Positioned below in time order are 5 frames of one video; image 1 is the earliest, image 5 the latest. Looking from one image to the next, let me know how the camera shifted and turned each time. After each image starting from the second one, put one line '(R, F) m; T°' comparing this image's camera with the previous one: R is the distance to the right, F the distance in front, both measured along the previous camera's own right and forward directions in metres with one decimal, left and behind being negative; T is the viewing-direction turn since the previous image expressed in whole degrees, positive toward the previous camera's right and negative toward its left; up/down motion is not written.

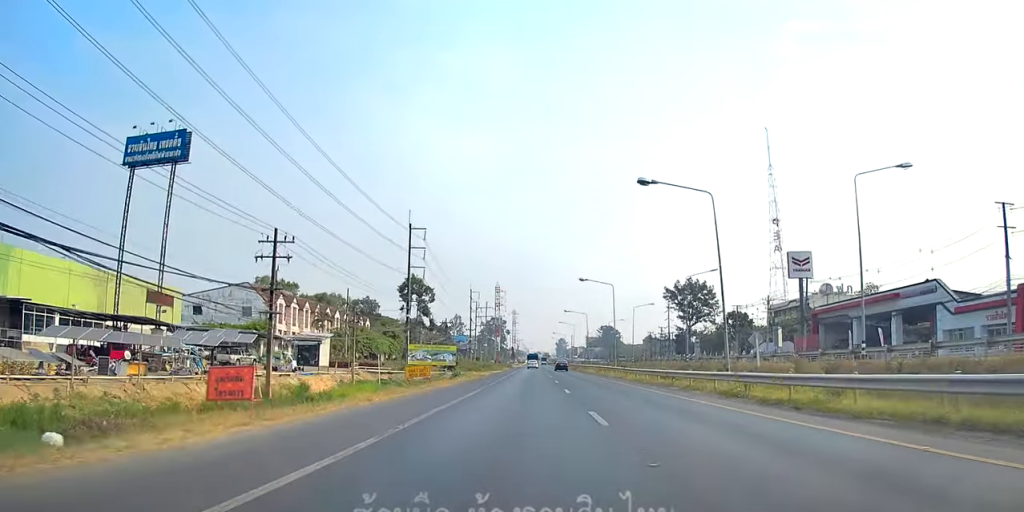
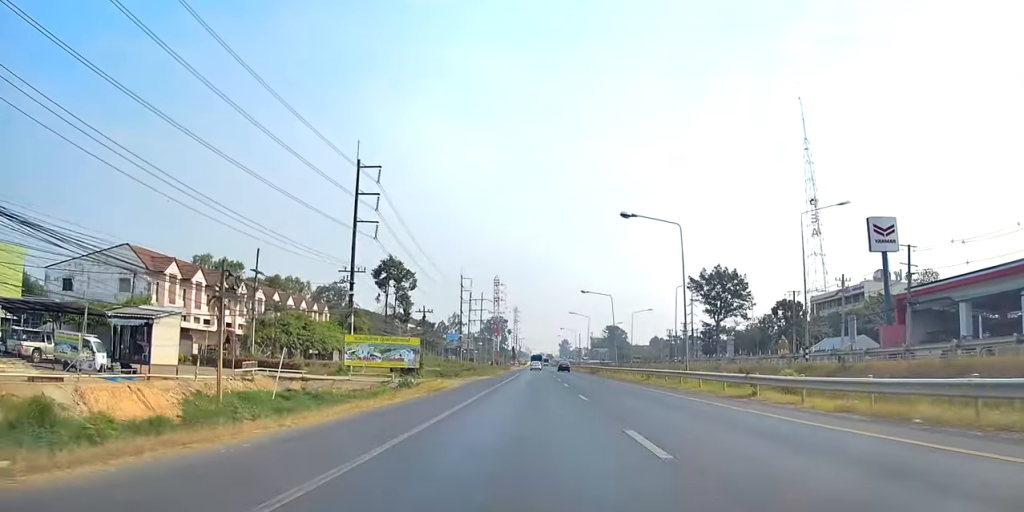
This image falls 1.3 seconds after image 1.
(0.0, +28.2) m; 0°
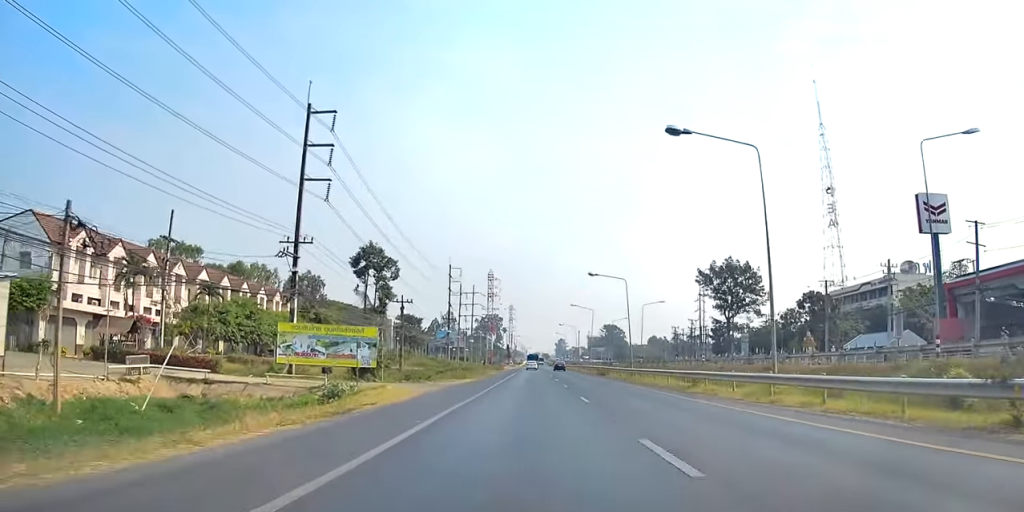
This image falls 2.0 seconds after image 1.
(-0.1, +12.9) m; +1°
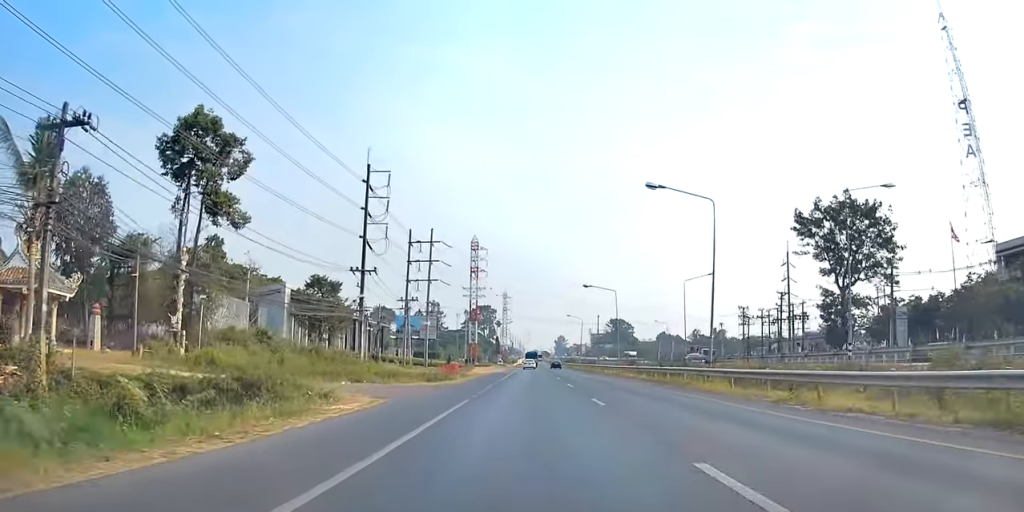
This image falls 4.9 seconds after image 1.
(-0.5, +62.9) m; -1°
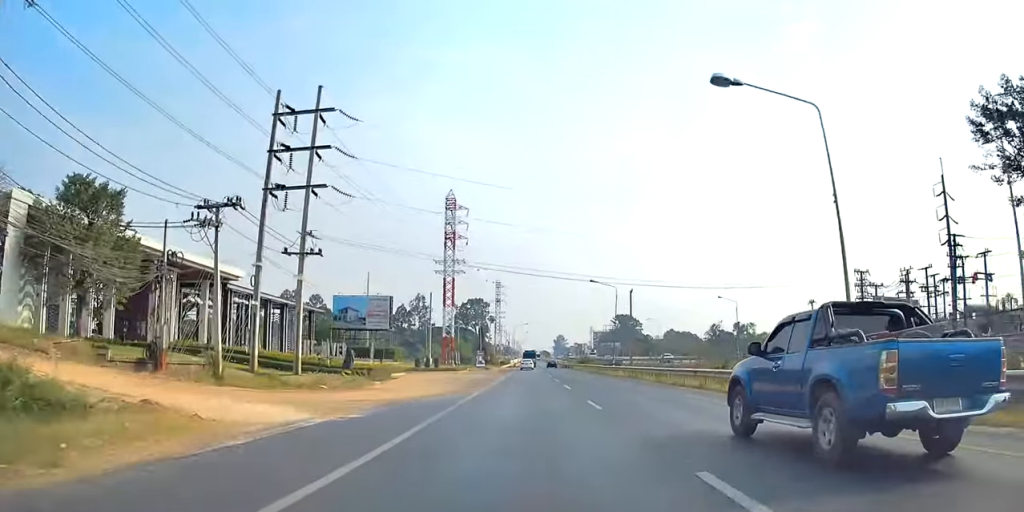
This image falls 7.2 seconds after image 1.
(0.0, +48.0) m; -1°
